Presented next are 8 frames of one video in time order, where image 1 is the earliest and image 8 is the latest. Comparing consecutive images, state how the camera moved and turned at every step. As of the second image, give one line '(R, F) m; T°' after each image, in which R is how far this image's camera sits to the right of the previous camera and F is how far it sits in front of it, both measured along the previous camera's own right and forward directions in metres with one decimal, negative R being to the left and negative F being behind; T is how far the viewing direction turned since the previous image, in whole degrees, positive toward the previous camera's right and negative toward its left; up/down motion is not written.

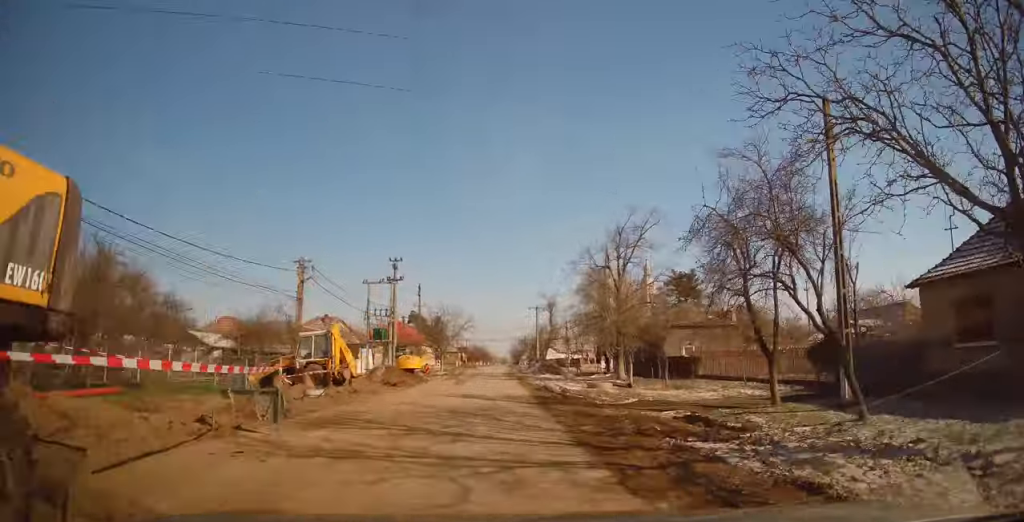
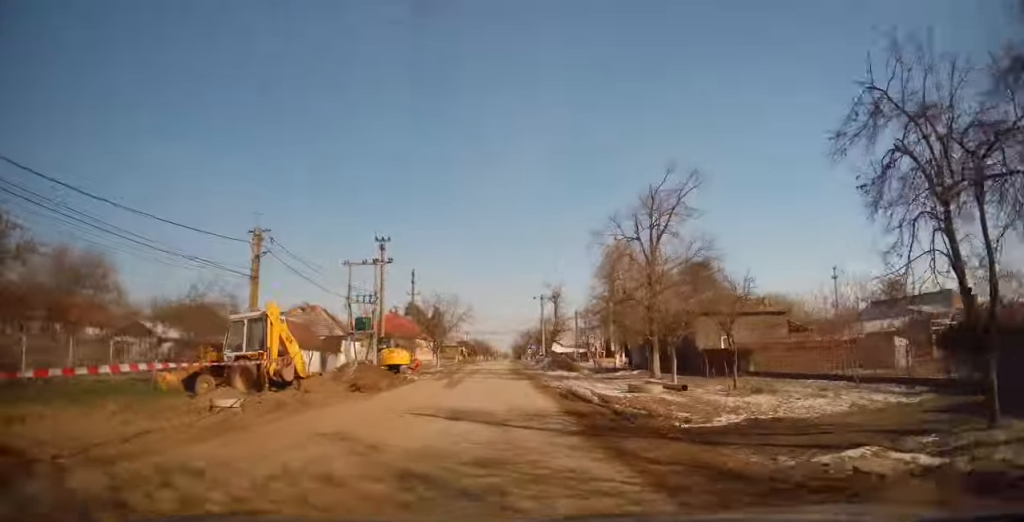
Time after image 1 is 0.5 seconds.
(-0.2, +7.6) m; -1°
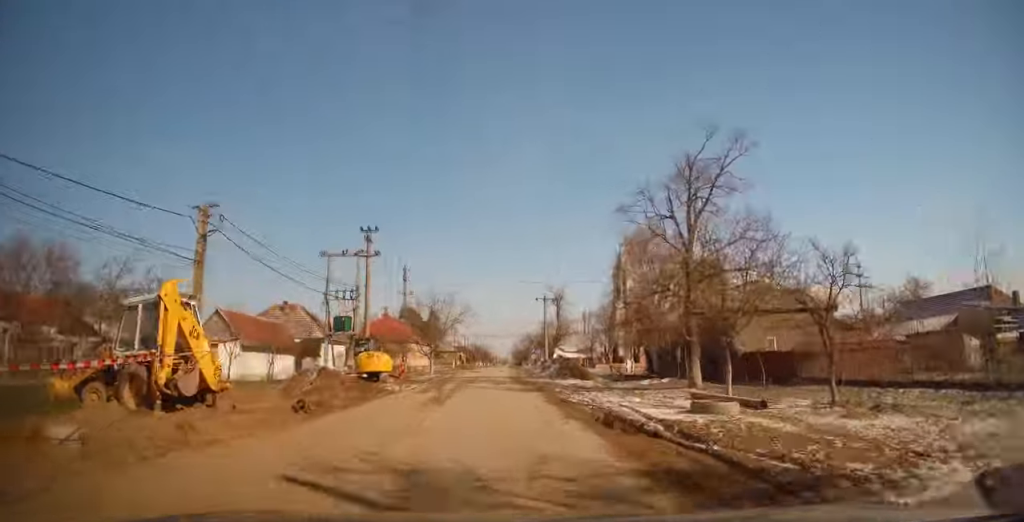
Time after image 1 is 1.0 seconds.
(0.0, +6.1) m; -1°
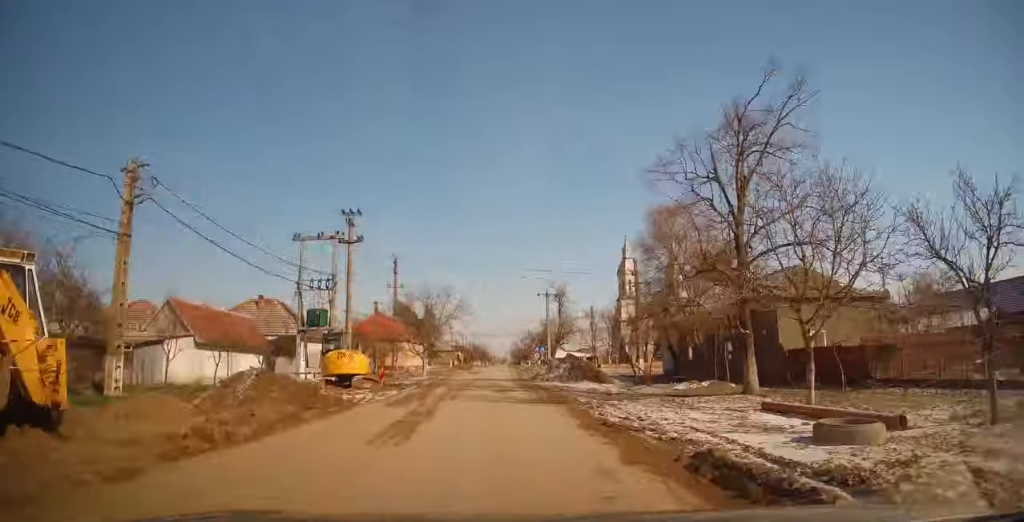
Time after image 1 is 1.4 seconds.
(-0.1, +5.6) m; 0°
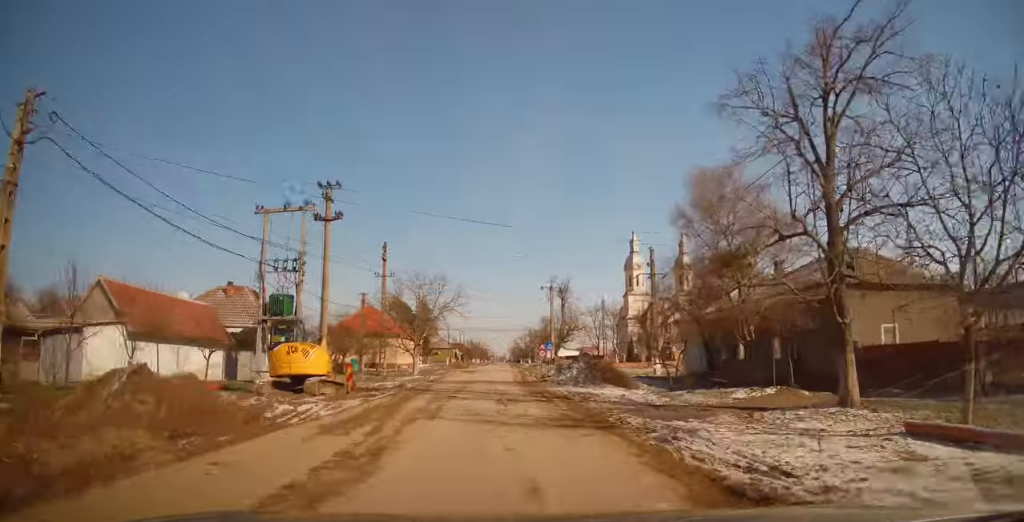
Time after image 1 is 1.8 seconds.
(-0.1, +6.0) m; 0°
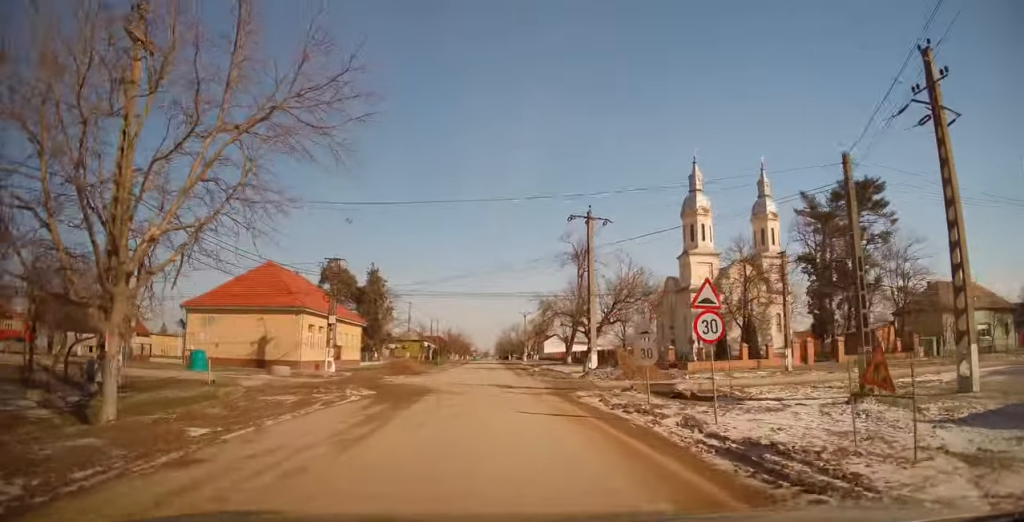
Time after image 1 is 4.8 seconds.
(+0.5, +37.3) m; +1°
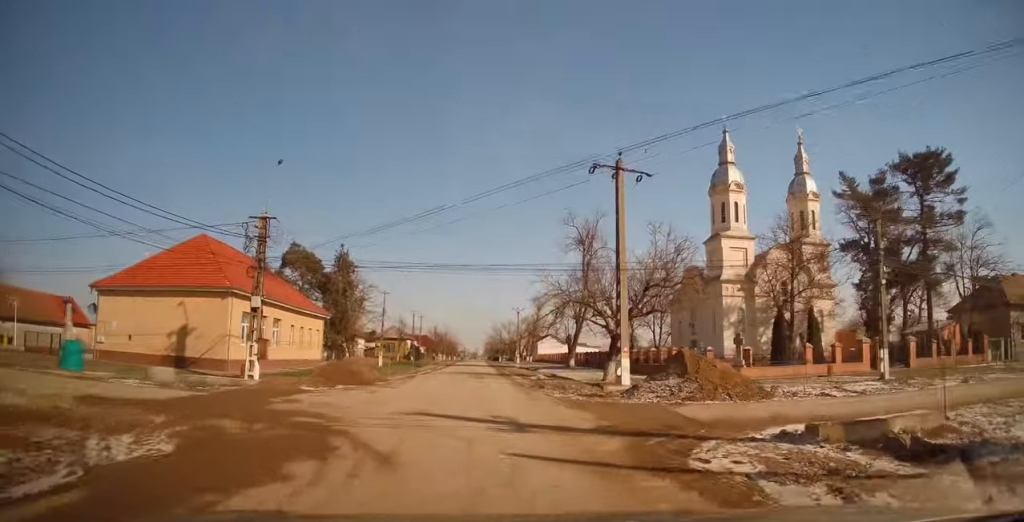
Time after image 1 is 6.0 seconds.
(-0.1, +12.0) m; +2°
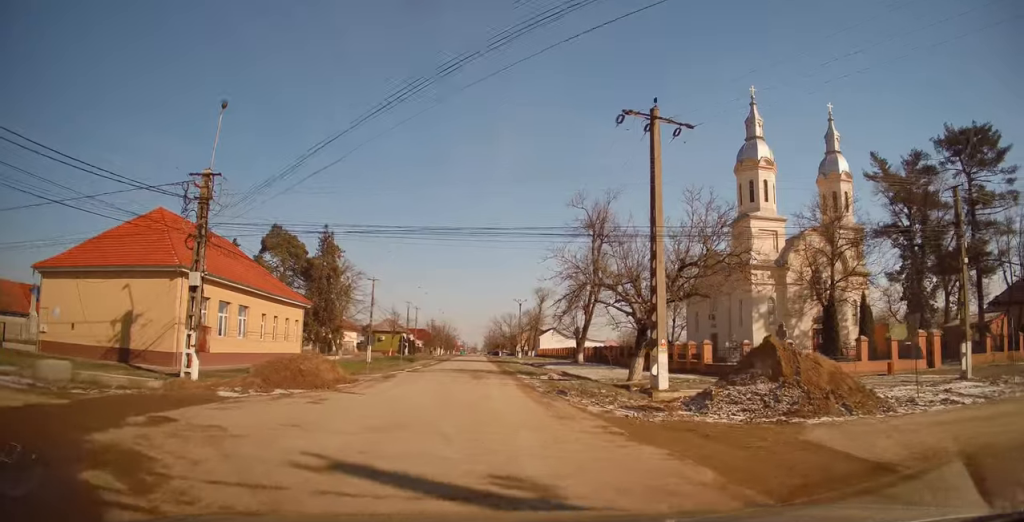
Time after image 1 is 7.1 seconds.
(+0.3, +7.0) m; -1°
